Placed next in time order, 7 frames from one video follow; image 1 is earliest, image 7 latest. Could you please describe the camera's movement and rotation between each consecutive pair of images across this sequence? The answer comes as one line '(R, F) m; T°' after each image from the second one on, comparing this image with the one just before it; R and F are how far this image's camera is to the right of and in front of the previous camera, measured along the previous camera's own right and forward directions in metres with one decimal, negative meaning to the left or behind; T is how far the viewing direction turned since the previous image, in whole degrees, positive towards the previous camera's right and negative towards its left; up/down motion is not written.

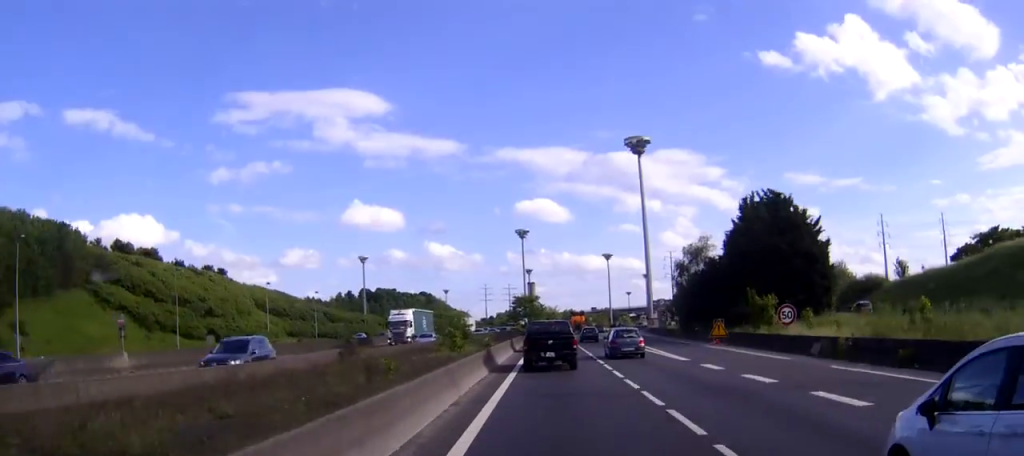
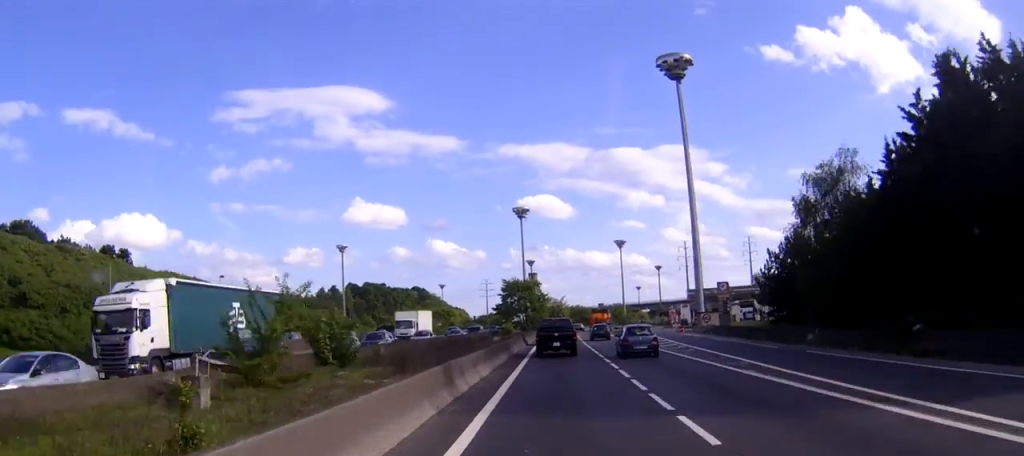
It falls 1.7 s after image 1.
(+0.1, +42.0) m; 0°
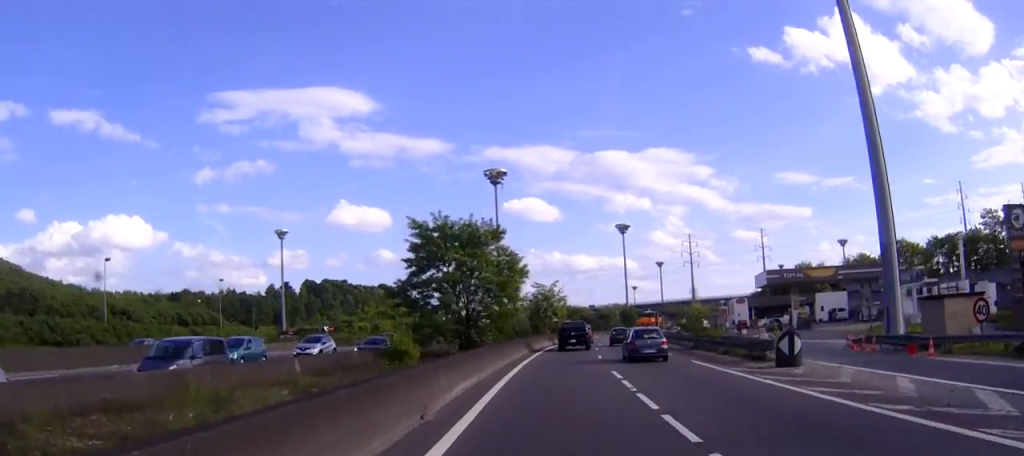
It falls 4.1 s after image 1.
(+0.3, +57.3) m; +1°
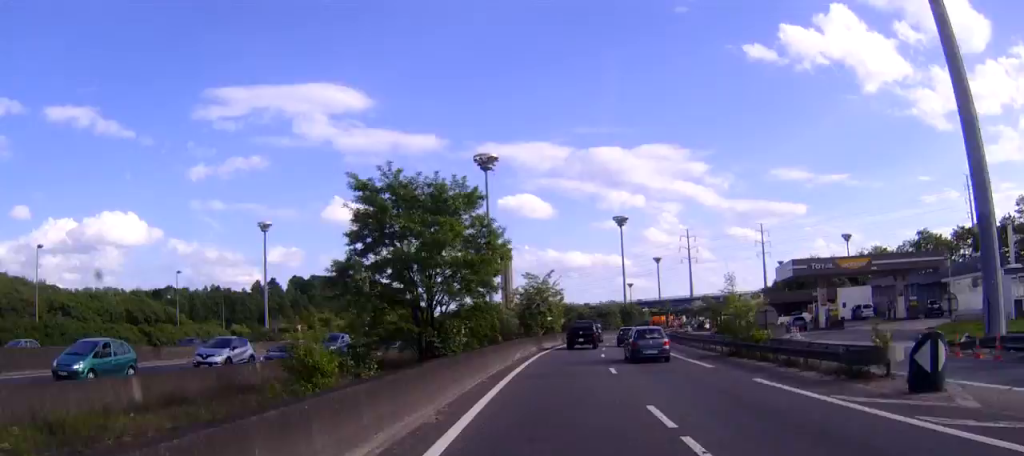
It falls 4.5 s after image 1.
(0.0, +10.7) m; 0°
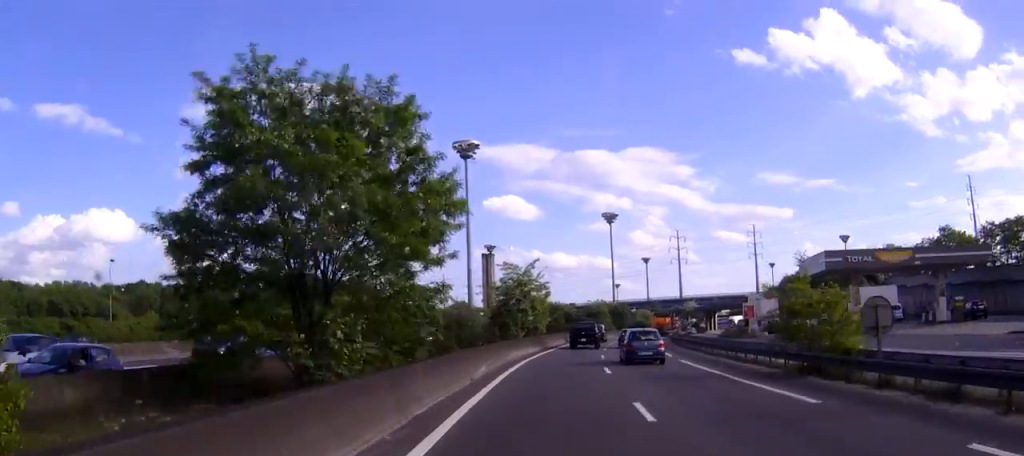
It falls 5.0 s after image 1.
(0.0, +12.4) m; +1°
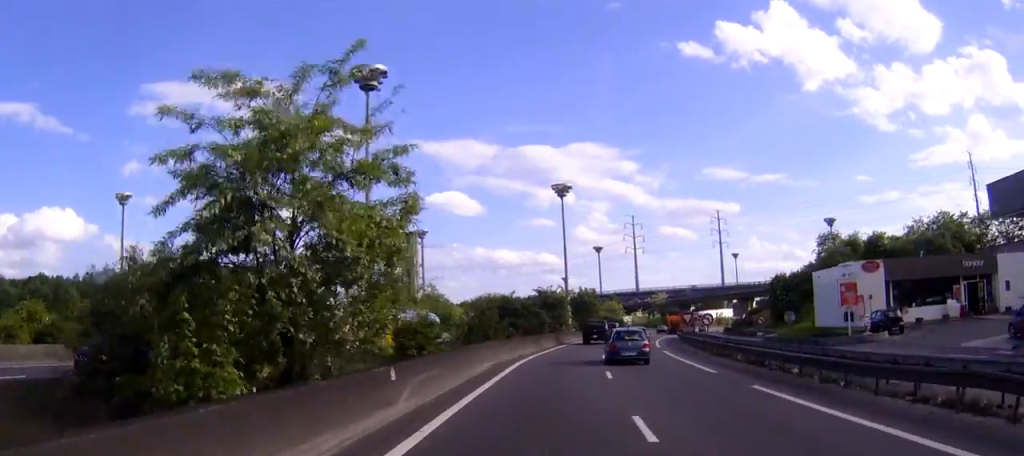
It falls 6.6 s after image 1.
(+1.2, +39.4) m; +4°
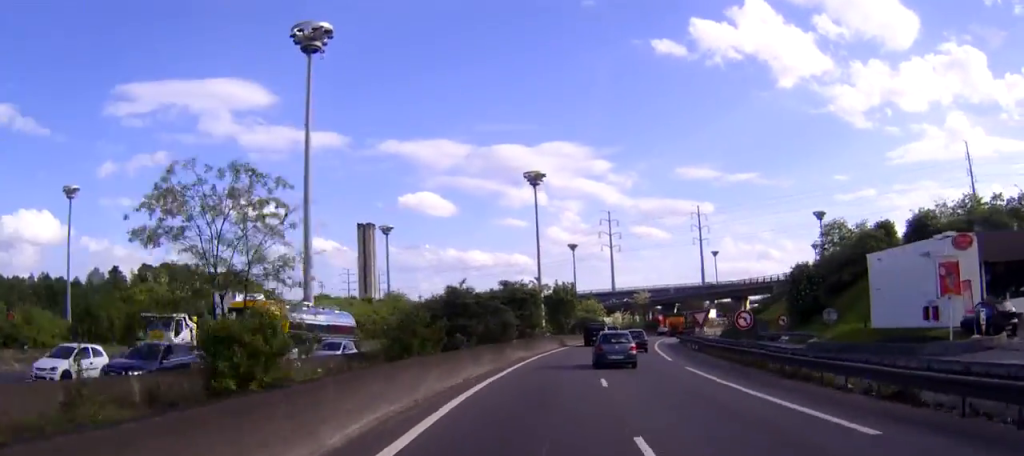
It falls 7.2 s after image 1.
(+0.1, +14.7) m; +2°
